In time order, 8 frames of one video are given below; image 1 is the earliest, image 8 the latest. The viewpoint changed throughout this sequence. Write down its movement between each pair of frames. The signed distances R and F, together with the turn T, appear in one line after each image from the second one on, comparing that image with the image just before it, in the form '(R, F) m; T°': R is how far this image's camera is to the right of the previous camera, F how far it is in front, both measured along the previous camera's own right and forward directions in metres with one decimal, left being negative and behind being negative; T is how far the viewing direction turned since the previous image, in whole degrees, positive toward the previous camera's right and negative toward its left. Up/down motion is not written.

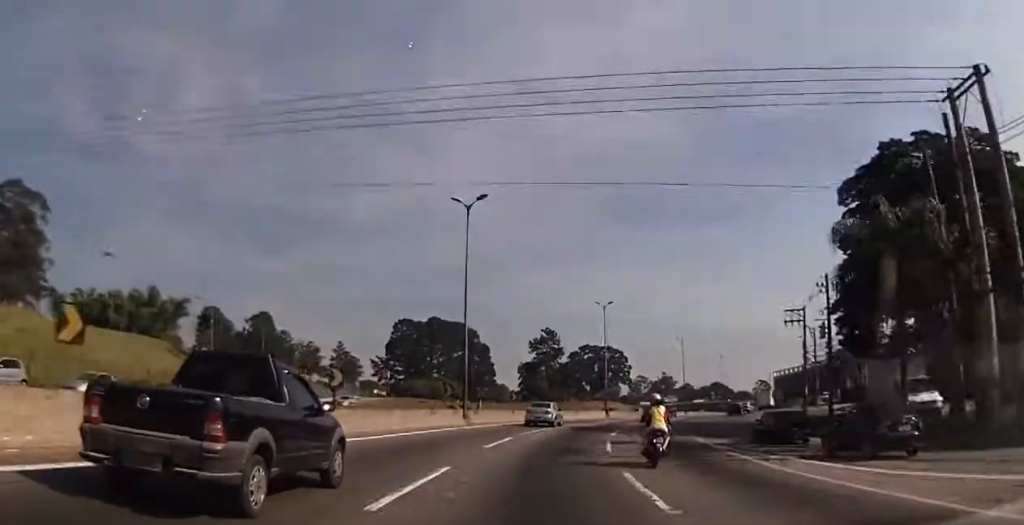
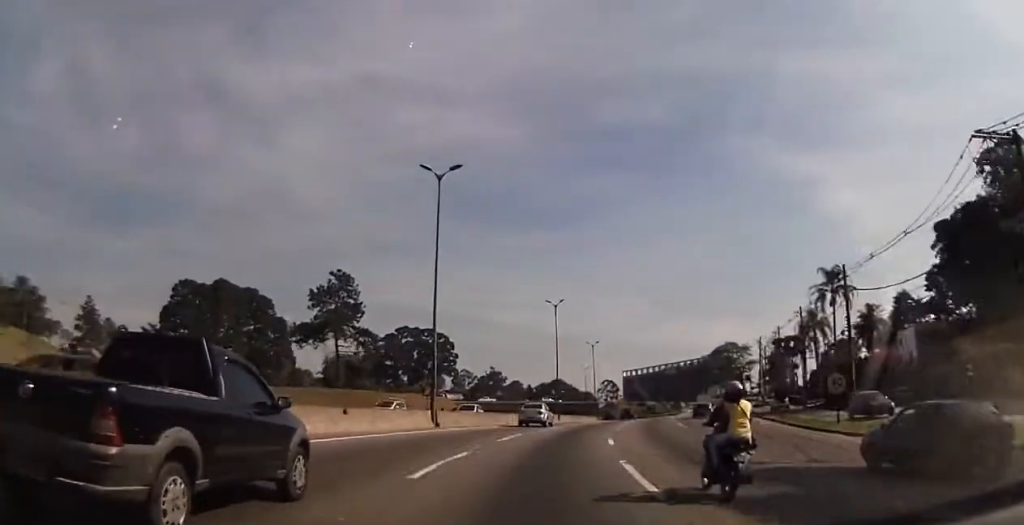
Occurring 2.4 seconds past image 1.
(+5.1, +43.5) m; +14°
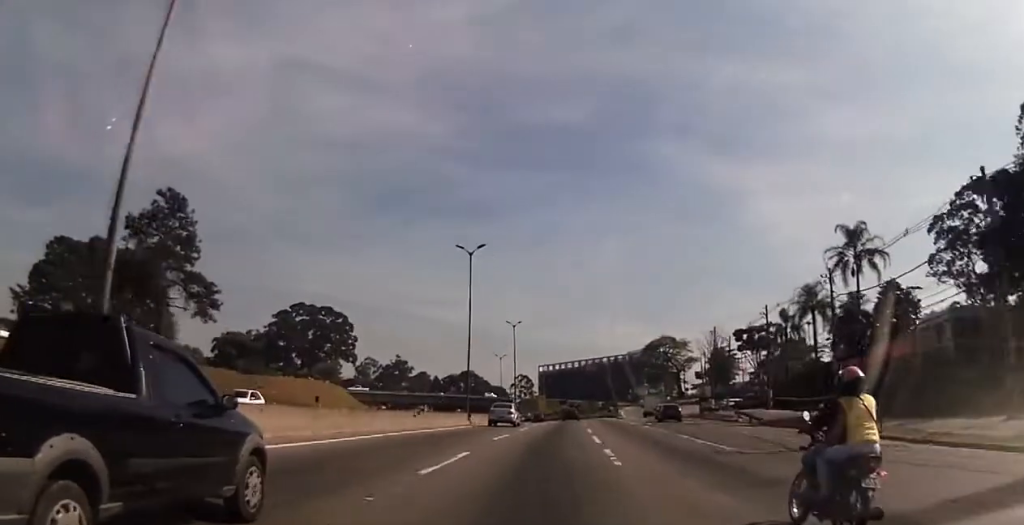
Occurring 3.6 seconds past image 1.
(+1.8, +22.7) m; +8°
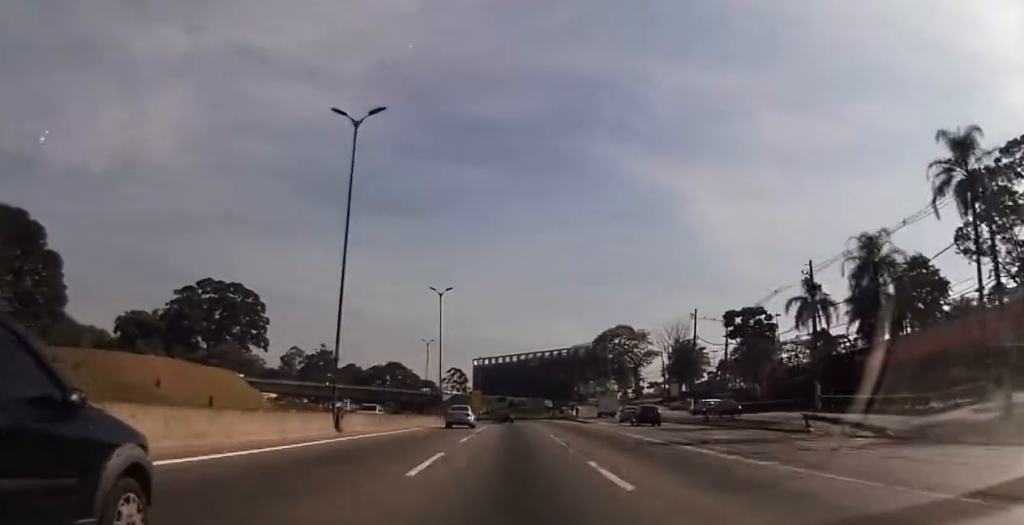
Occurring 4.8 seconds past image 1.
(+1.5, +22.7) m; +7°
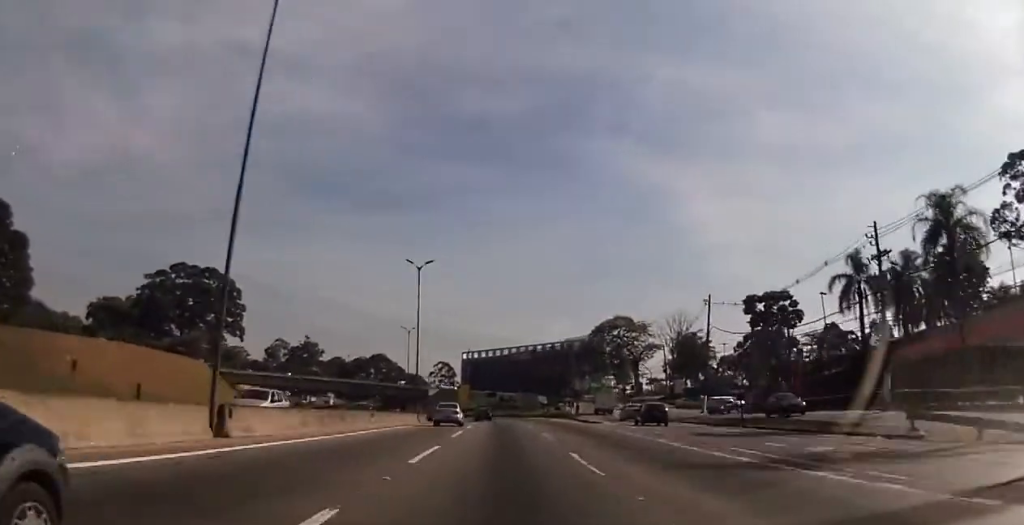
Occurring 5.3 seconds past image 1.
(+0.2, +9.9) m; +3°
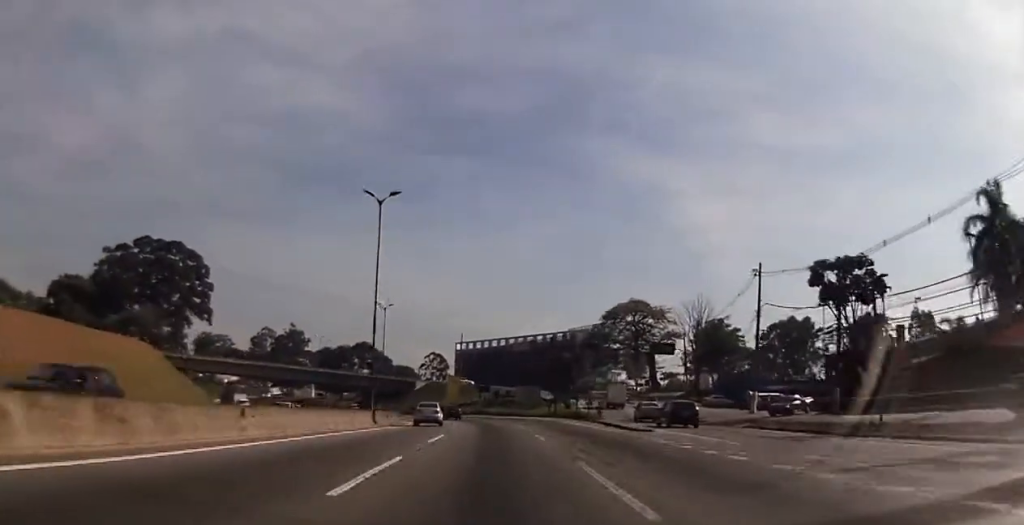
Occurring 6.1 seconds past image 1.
(+0.6, +16.9) m; +2°
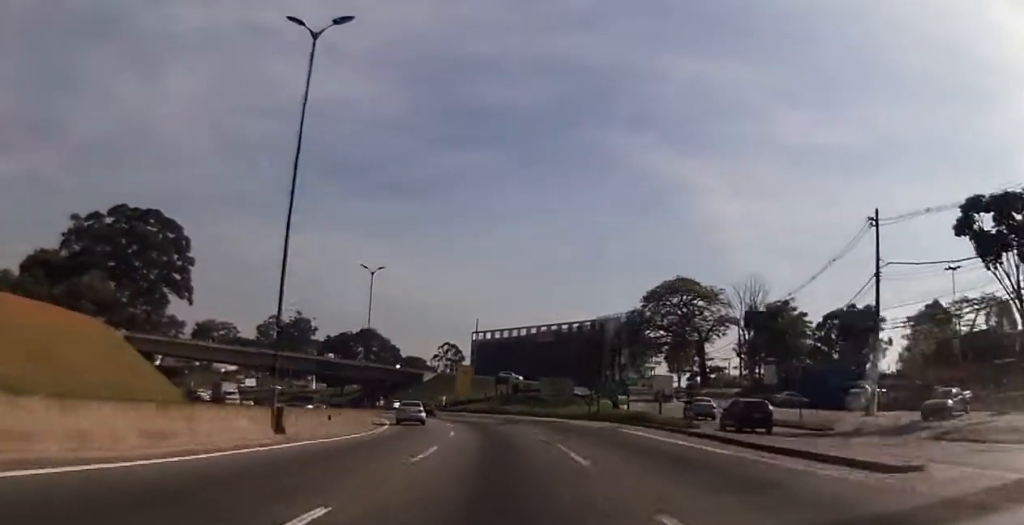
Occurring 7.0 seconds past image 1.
(+0.2, +18.5) m; 0°
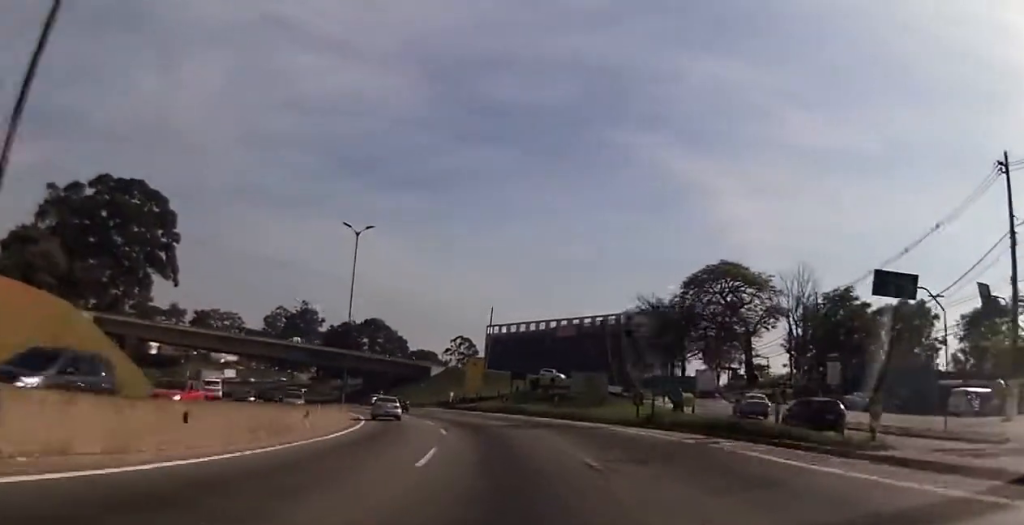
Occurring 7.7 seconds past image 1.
(0.0, +13.1) m; 0°
